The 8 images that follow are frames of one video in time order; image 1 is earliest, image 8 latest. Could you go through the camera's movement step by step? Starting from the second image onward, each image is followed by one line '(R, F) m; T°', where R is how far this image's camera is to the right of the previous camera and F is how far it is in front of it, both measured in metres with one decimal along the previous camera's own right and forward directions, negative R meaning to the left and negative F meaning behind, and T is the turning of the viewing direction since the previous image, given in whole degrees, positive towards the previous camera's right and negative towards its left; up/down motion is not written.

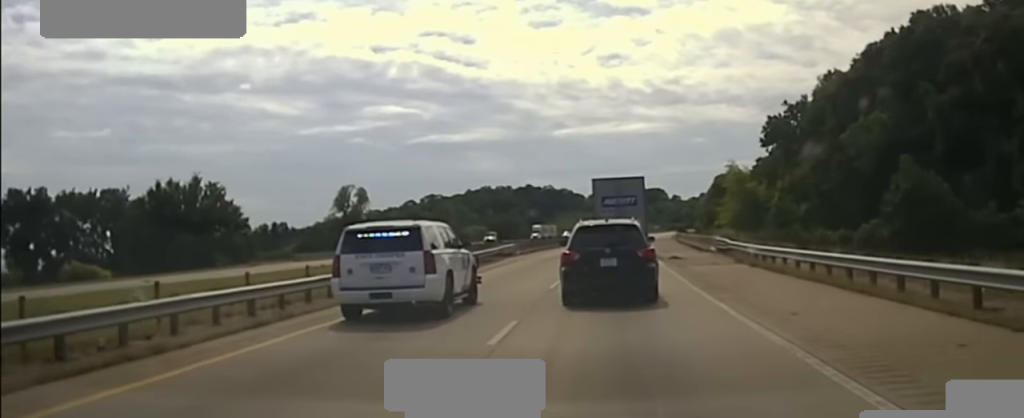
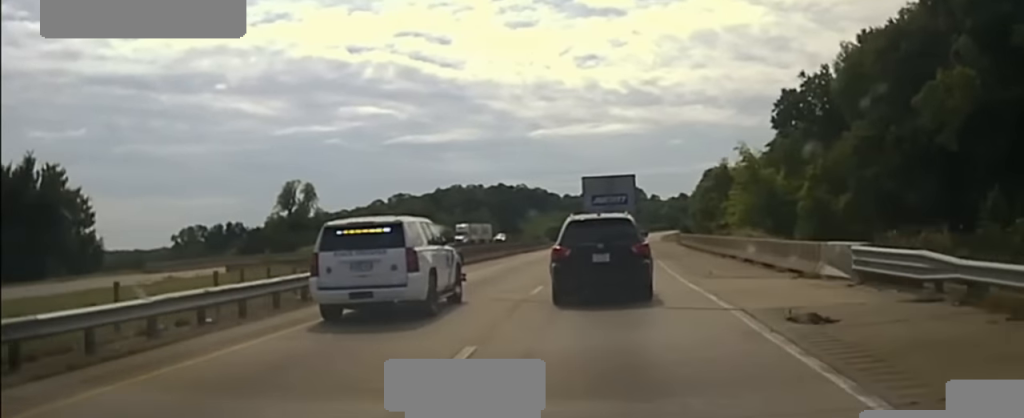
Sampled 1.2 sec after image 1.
(0.0, +26.7) m; 0°
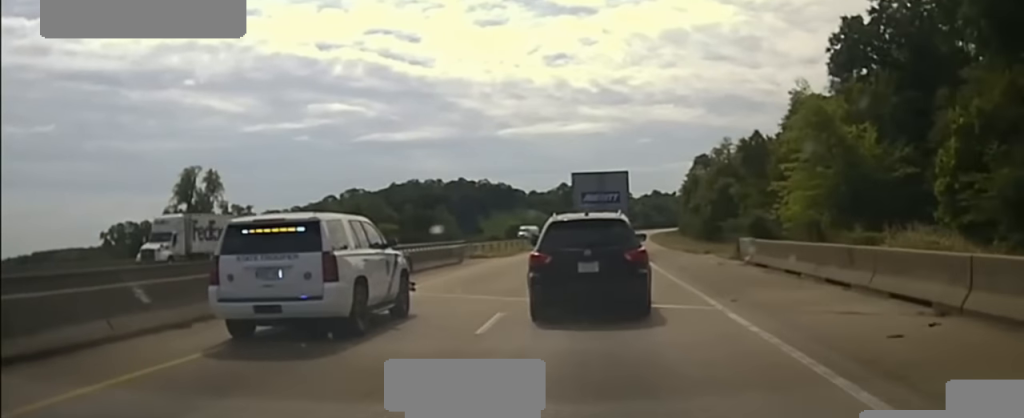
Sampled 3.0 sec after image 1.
(+0.6, +41.4) m; +1°
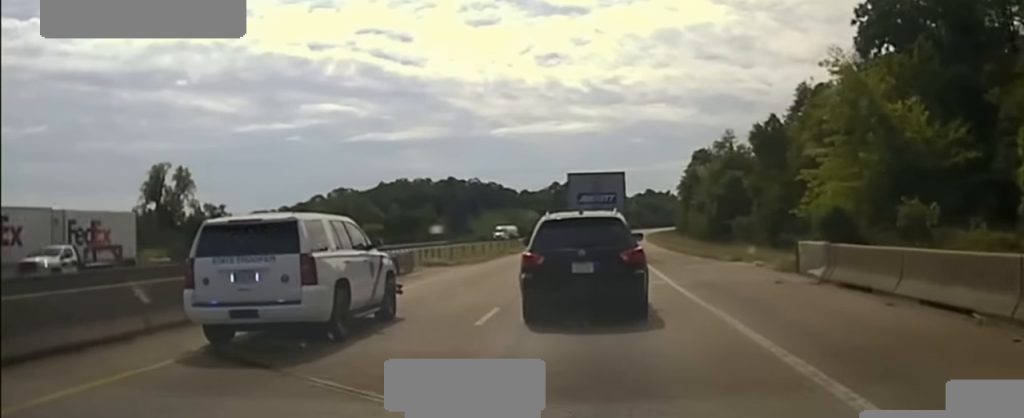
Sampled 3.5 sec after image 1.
(0.0, +11.7) m; 0°
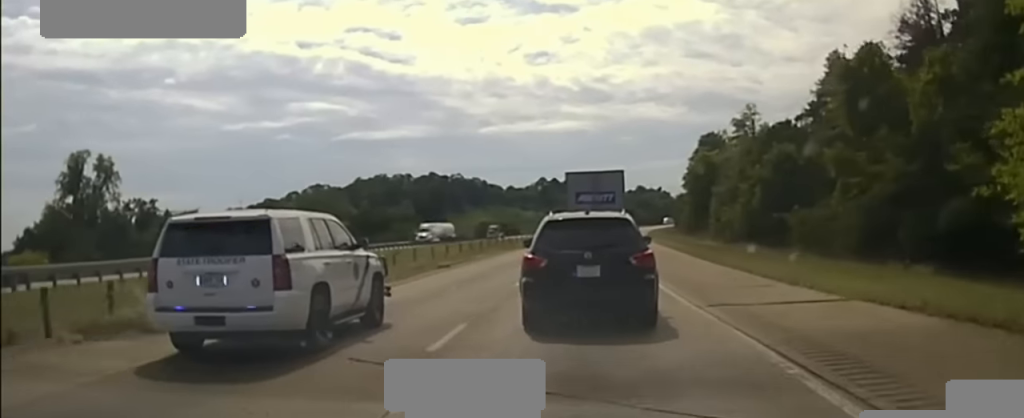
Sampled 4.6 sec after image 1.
(+0.1, +27.9) m; +1°
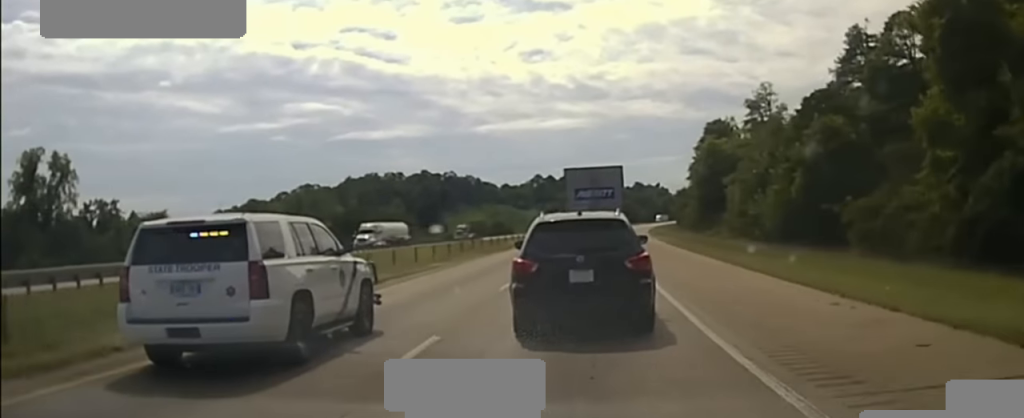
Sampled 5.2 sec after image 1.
(0.0, +13.6) m; +1°
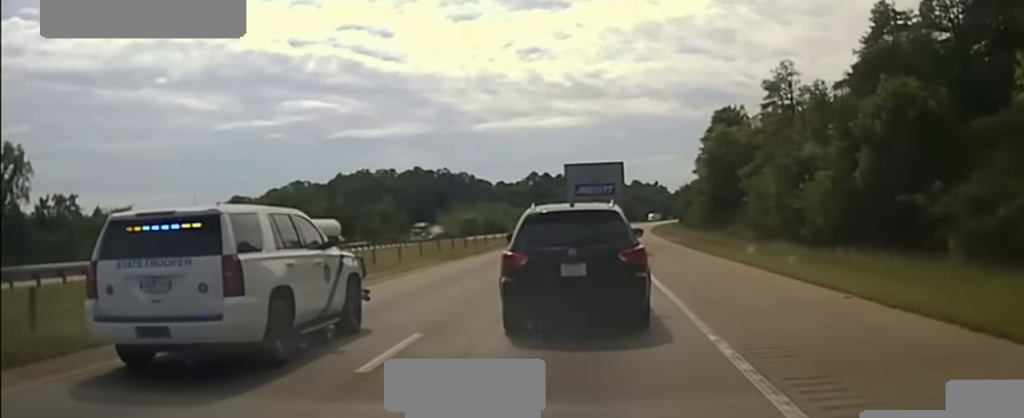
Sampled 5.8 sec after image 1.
(+0.2, +14.0) m; 0°
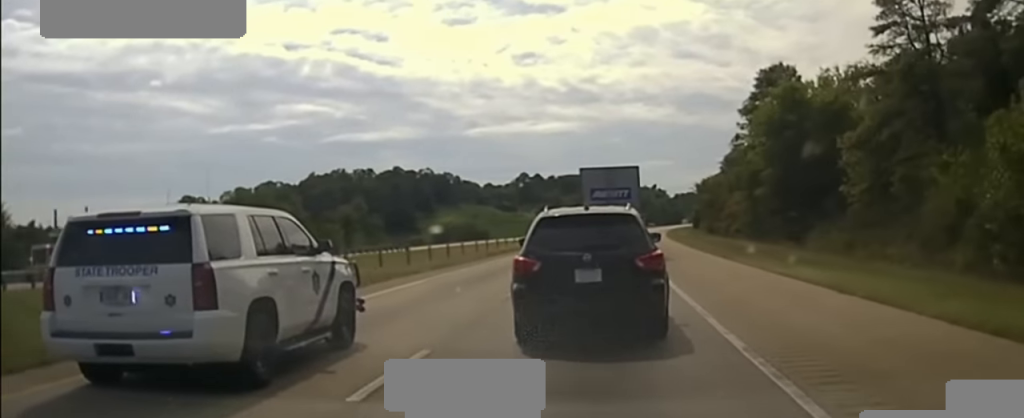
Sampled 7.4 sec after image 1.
(+0.1, +36.6) m; 0°
